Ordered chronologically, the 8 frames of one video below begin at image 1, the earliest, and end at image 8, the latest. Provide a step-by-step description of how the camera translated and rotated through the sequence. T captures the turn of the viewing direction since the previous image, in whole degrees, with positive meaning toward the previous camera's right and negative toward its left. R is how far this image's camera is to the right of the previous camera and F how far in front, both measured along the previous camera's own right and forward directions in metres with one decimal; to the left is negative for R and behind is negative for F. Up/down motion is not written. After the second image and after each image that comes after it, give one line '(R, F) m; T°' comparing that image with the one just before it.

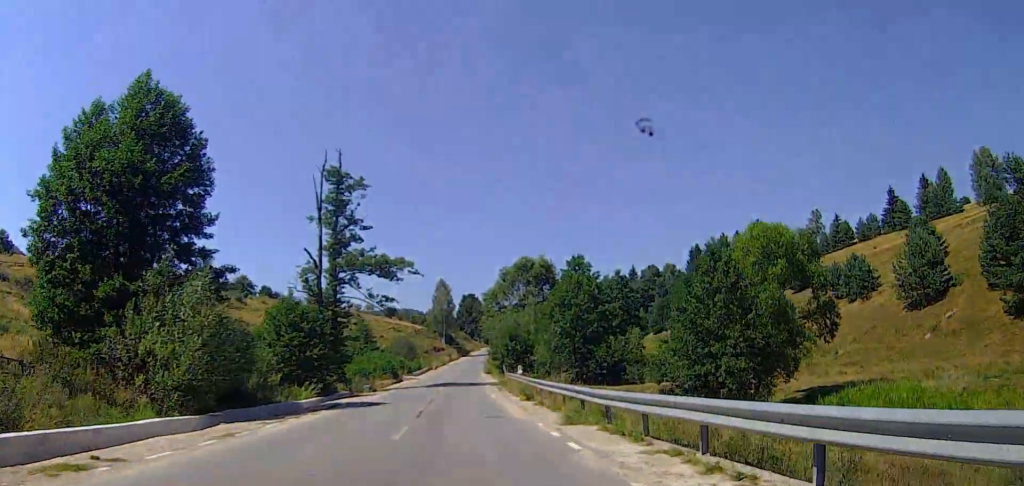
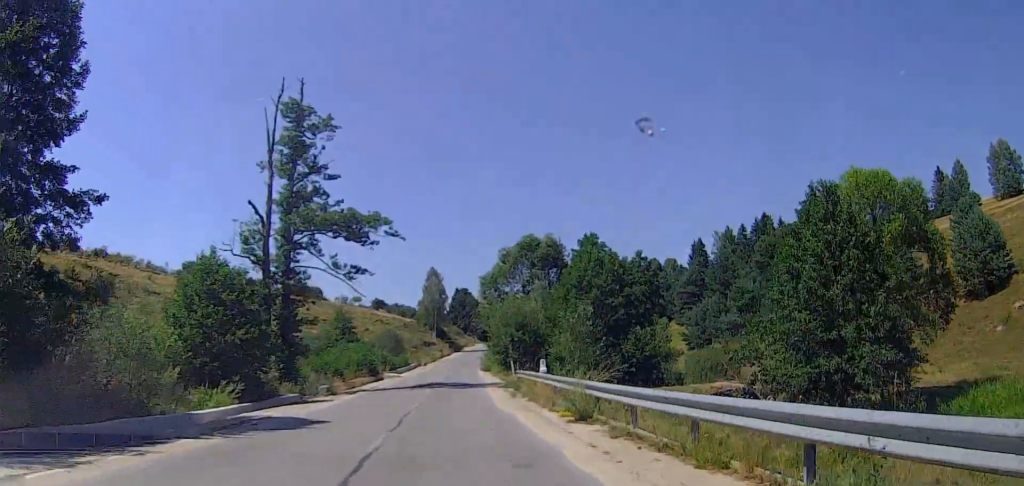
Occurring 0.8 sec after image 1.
(-0.3, +12.0) m; +1°
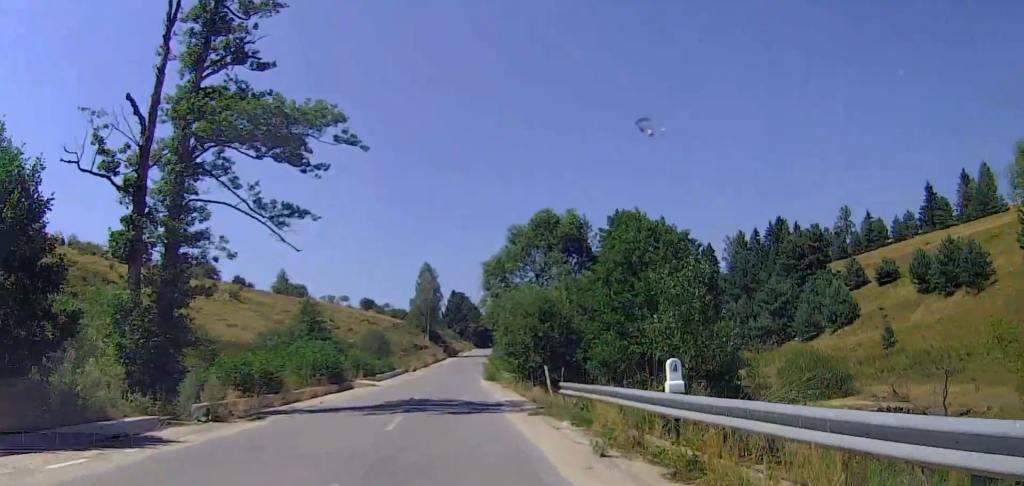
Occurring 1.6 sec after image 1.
(+0.4, +14.3) m; +4°
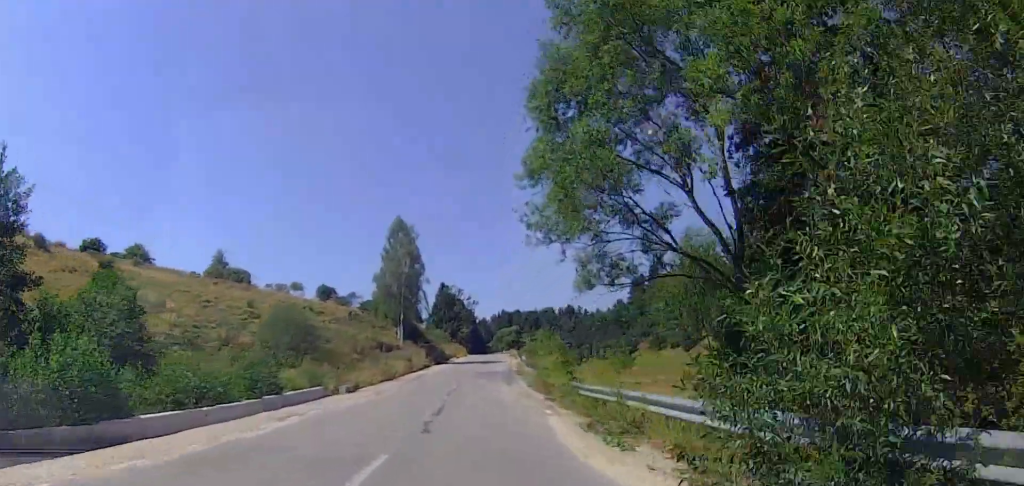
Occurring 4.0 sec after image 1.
(-0.5, +41.5) m; -4°
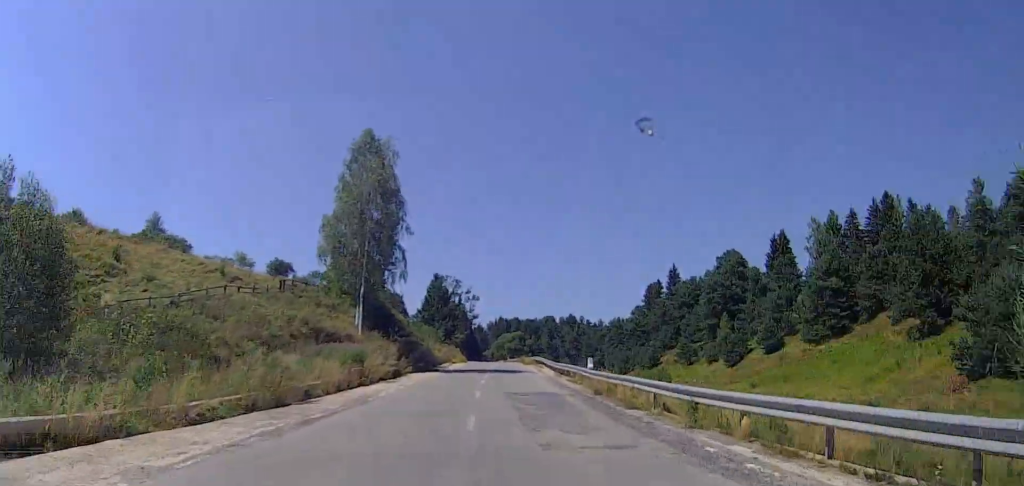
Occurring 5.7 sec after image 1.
(+1.3, +30.0) m; +6°
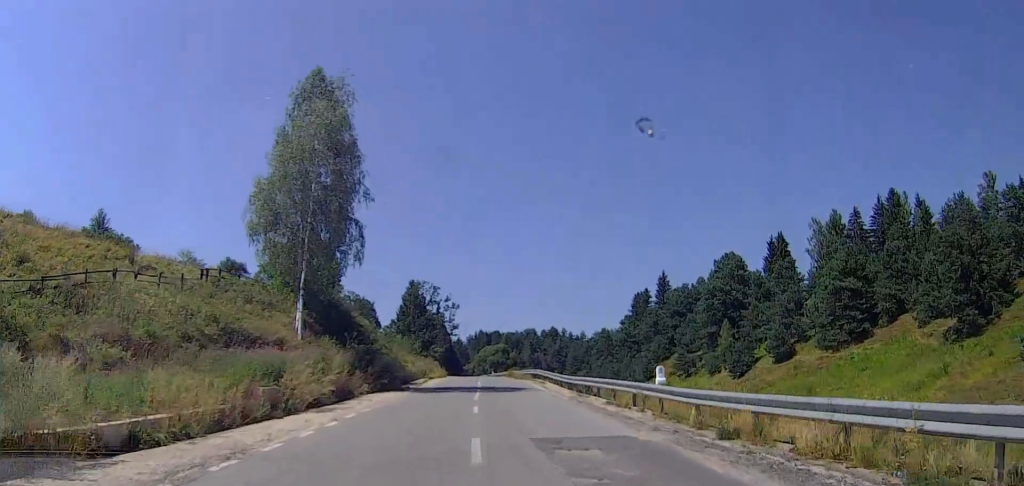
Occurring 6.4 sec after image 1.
(0.0, +12.3) m; +3°
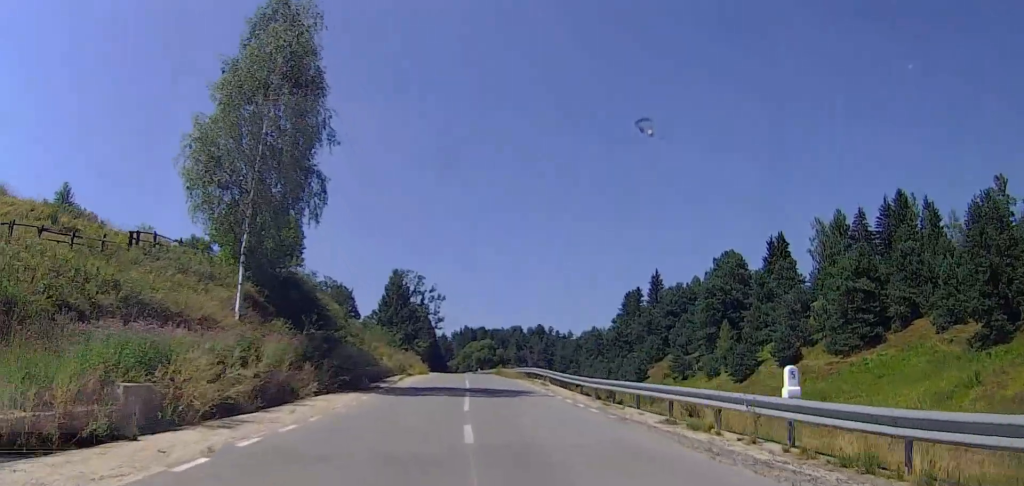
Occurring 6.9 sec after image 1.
(+0.6, +7.8) m; +1°
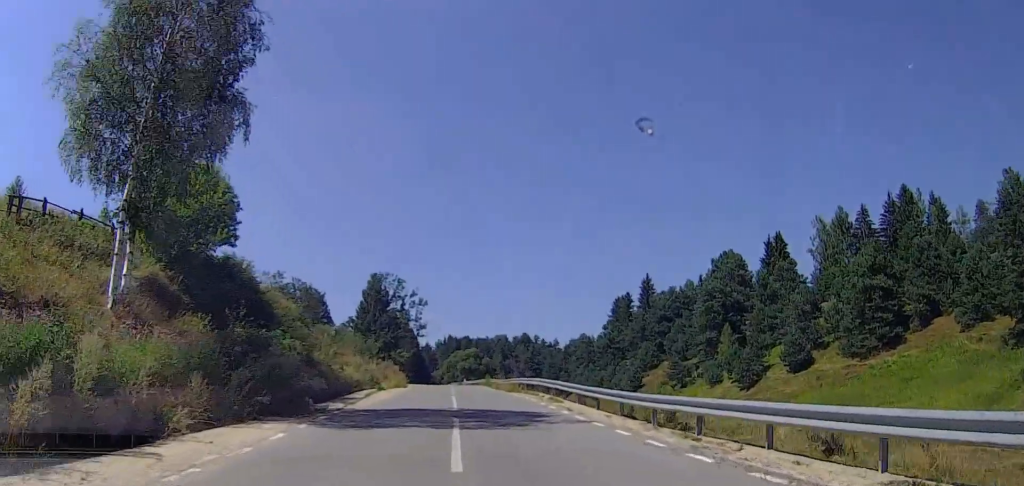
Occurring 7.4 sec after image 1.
(+0.4, +8.4) m; 0°
